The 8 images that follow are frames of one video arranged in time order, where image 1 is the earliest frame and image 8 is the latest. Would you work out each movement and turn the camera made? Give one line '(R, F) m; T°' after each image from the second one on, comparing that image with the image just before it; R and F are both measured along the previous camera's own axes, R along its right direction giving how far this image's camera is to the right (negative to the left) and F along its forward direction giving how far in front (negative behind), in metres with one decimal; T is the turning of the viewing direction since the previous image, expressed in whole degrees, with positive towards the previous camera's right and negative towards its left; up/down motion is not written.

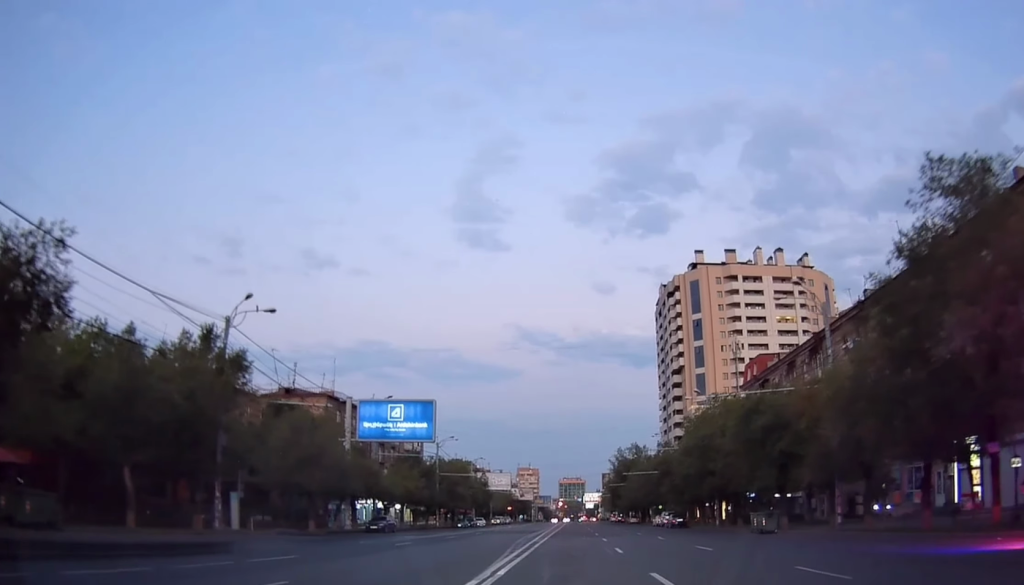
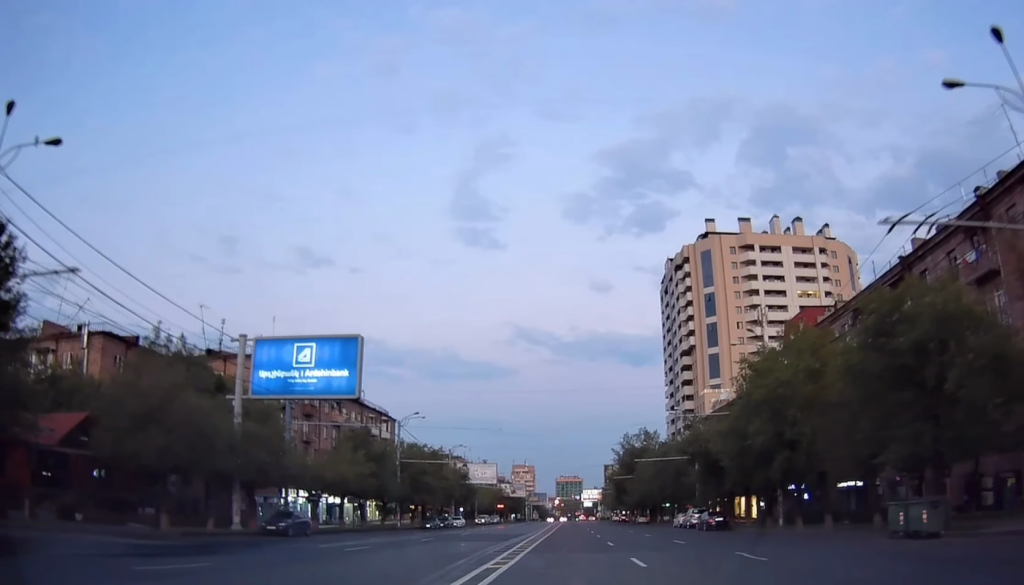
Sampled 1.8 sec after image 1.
(+0.9, +18.8) m; +2°
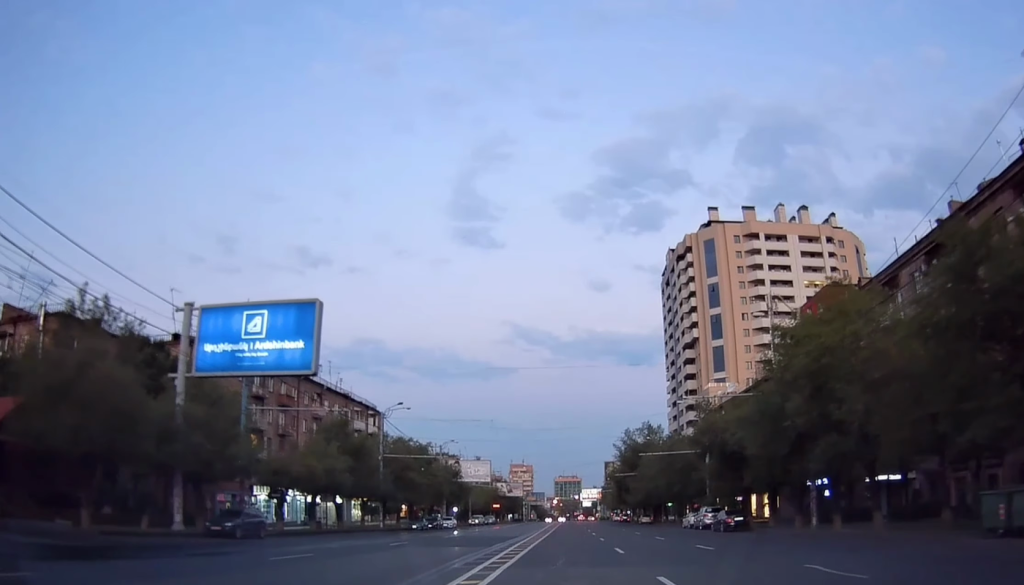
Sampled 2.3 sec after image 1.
(-0.5, +6.0) m; 0°
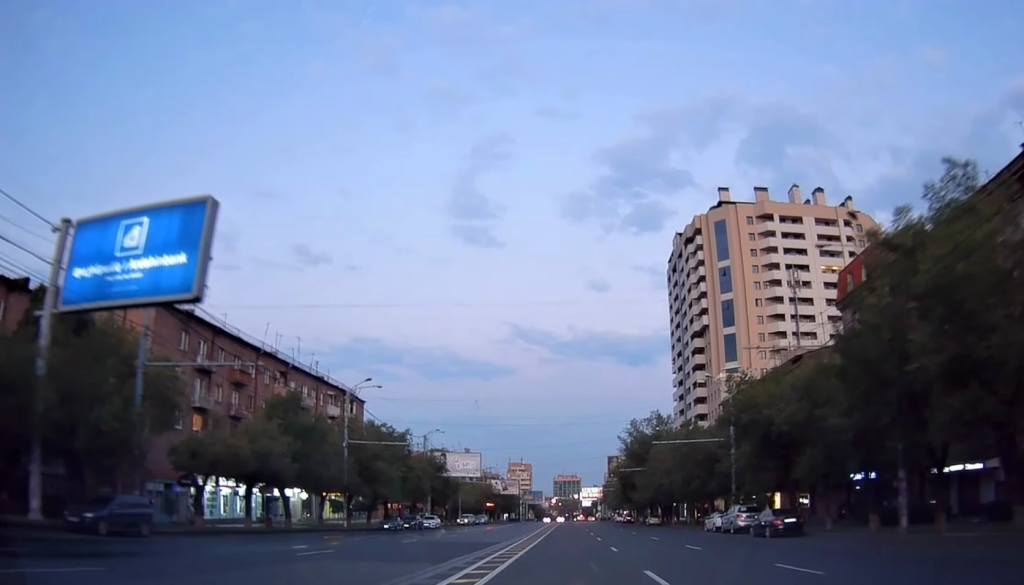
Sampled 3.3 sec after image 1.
(+0.5, +10.4) m; +1°
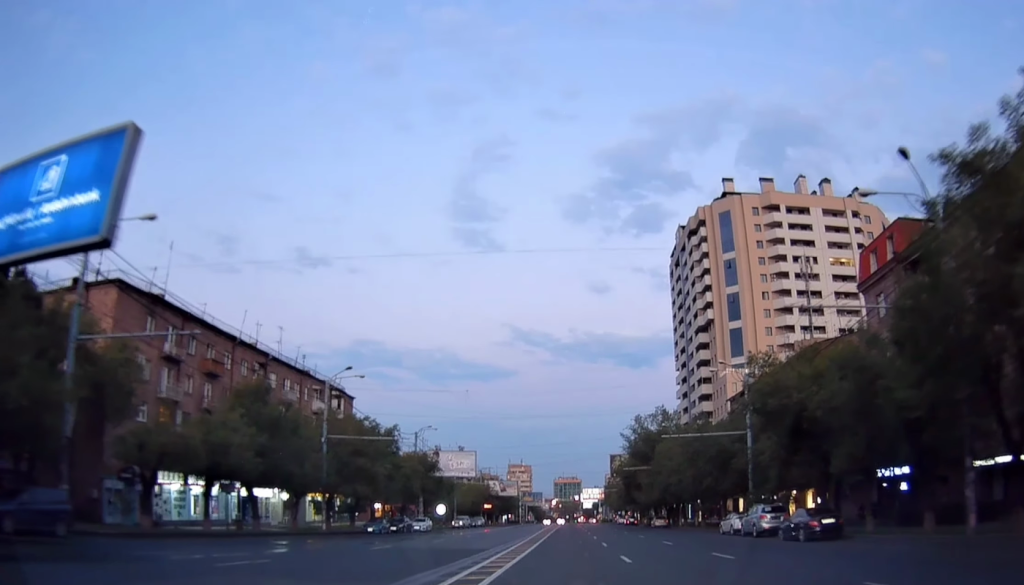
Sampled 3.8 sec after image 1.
(0.0, +4.9) m; 0°
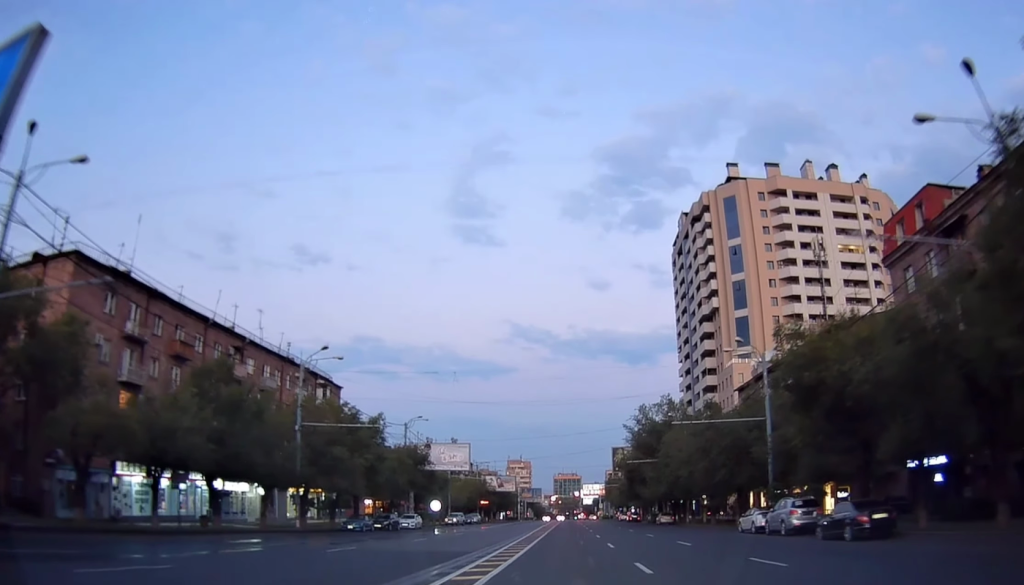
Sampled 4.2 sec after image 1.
(-0.3, +5.1) m; 0°
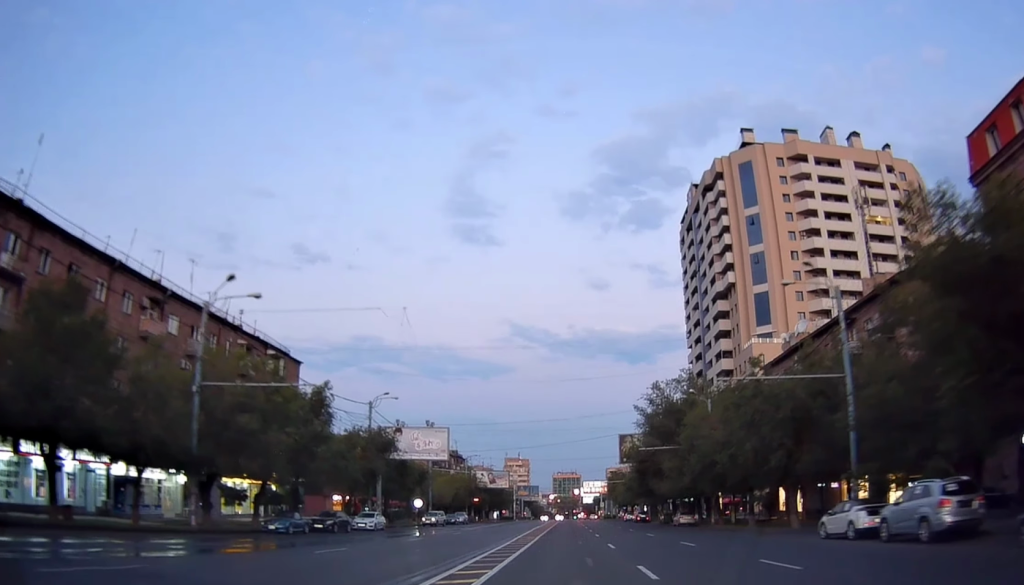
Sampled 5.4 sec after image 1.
(+0.4, +13.0) m; 0°
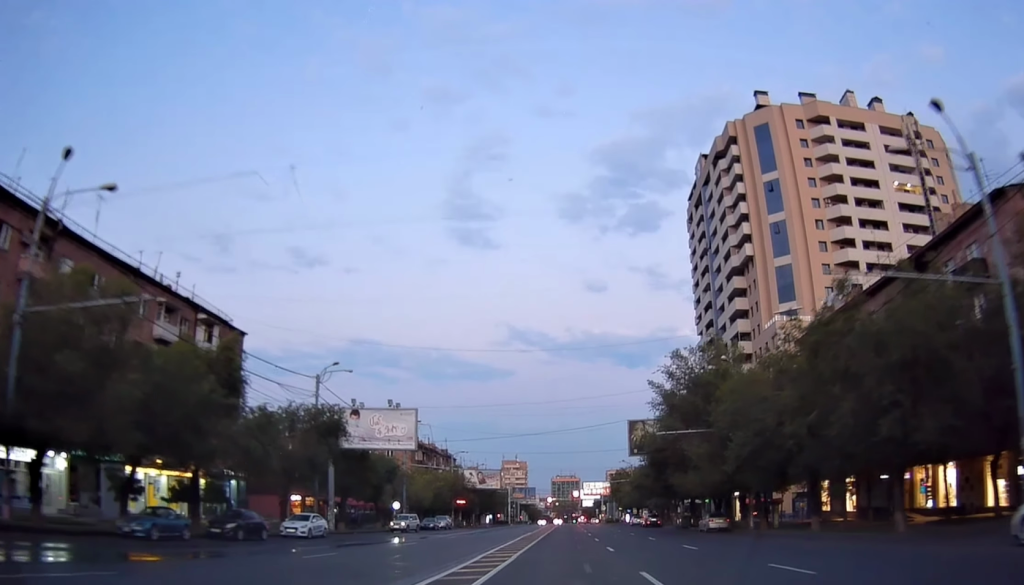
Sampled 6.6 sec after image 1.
(-0.6, +13.4) m; -2°
